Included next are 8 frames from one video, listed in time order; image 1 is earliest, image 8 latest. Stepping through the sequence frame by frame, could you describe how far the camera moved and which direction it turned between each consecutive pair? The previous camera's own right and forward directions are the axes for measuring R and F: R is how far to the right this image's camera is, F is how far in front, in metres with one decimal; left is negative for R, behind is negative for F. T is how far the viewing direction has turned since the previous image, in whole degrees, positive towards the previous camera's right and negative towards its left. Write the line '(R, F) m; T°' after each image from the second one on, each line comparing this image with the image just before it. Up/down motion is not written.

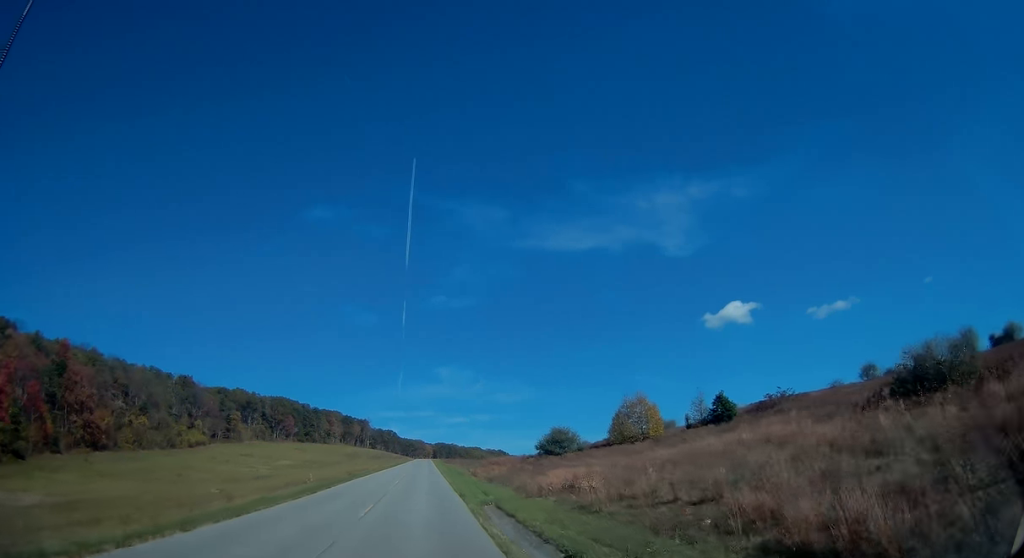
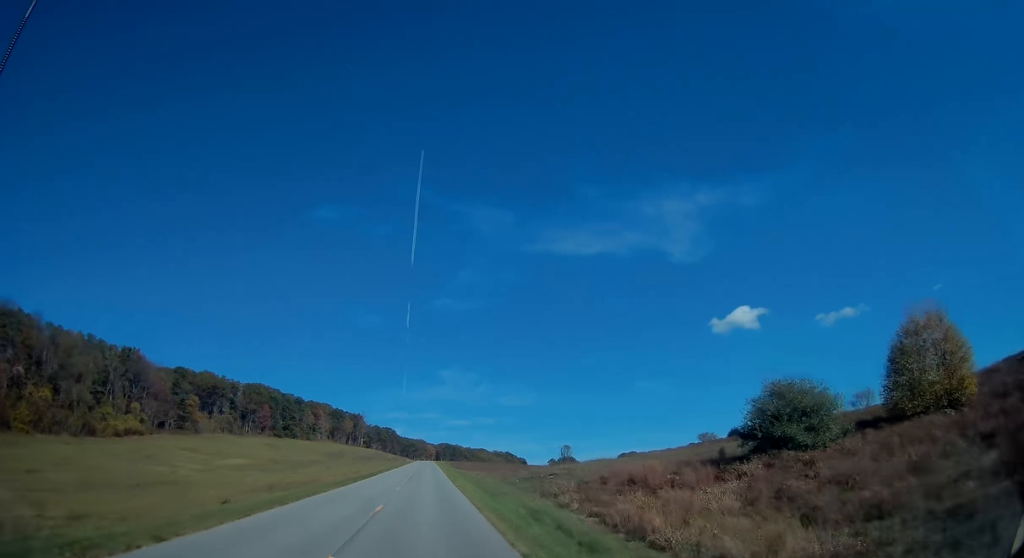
(-0.1, +46.3) m; 0°
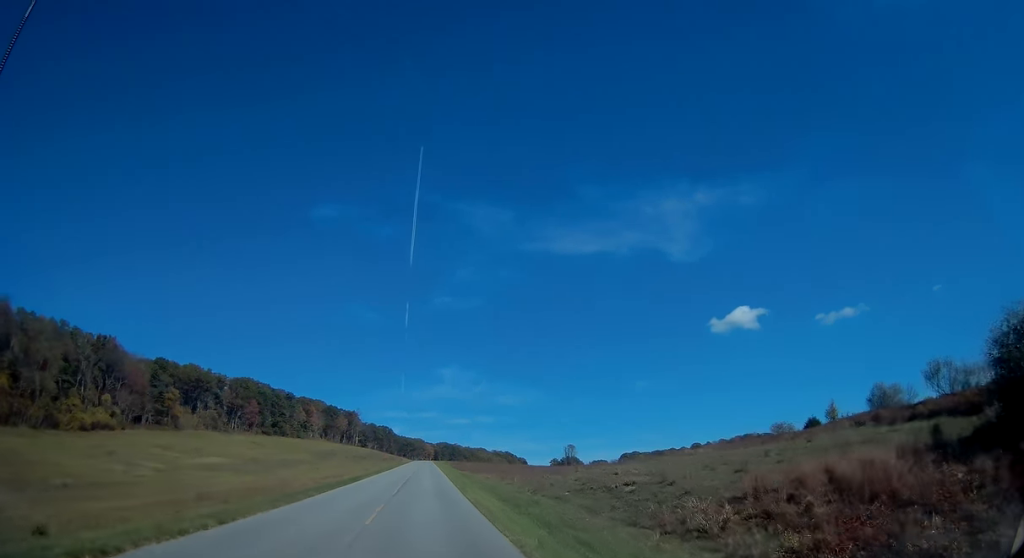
(0.0, +14.6) m; 0°
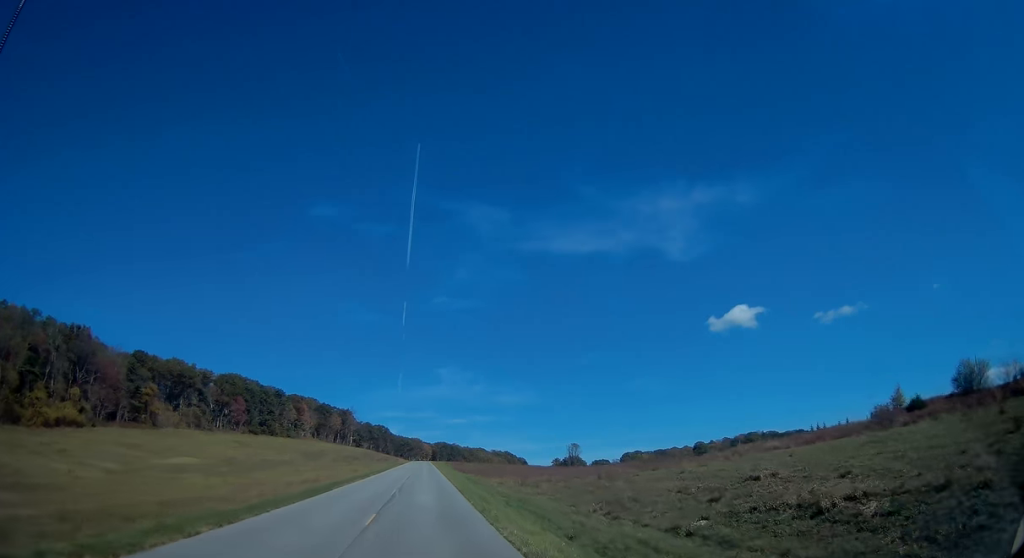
(-0.1, +13.3) m; 0°
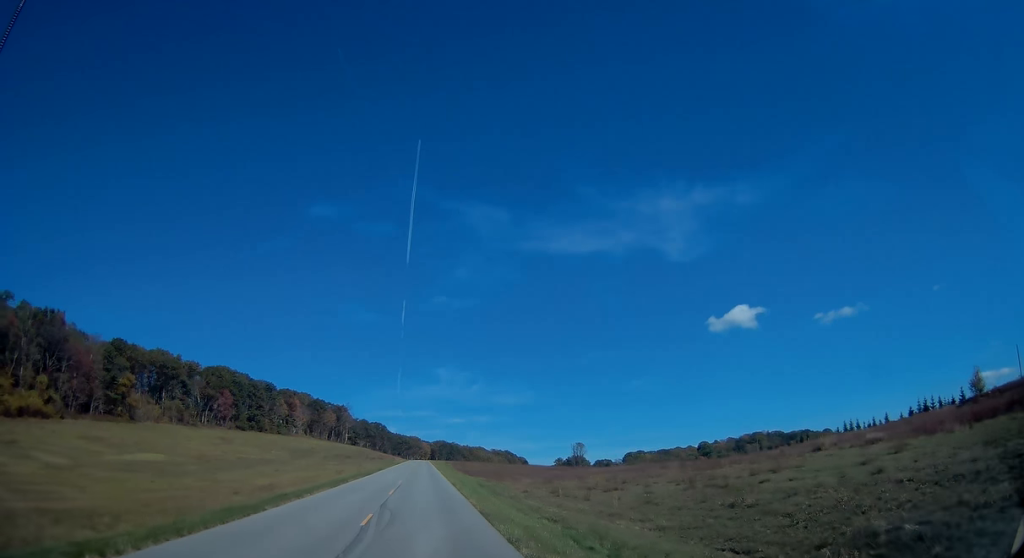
(0.0, +12.7) m; 0°
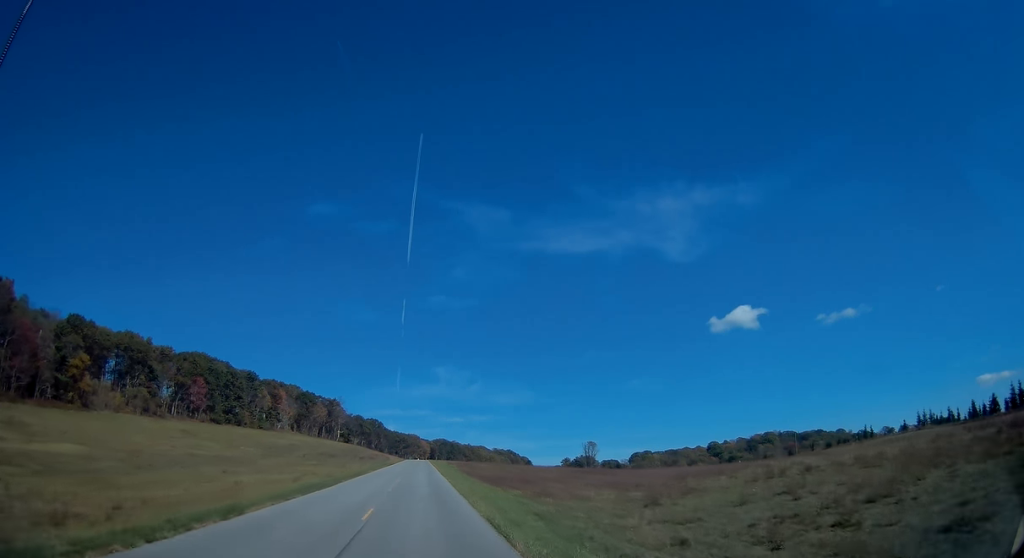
(0.0, +22.8) m; +1°
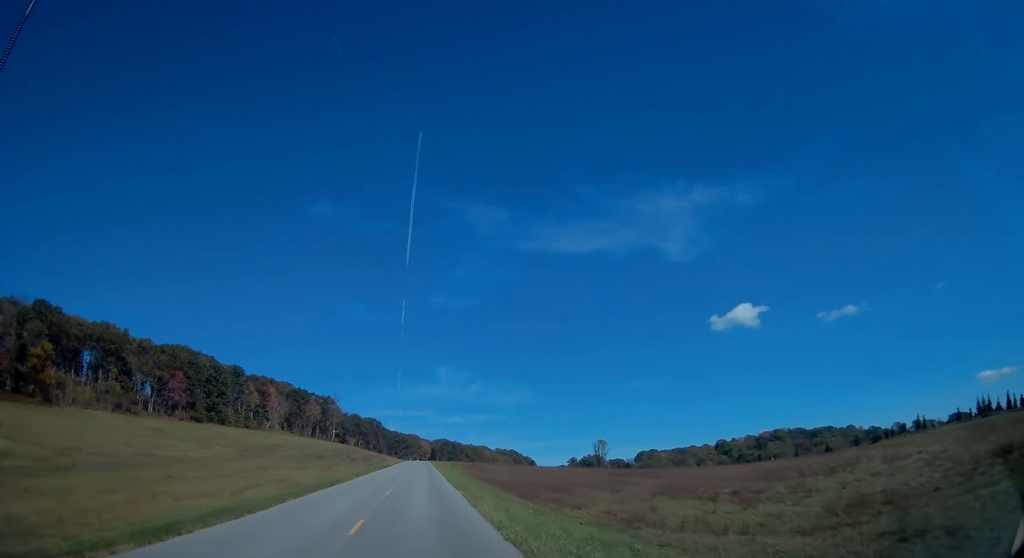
(+0.2, +15.2) m; 0°
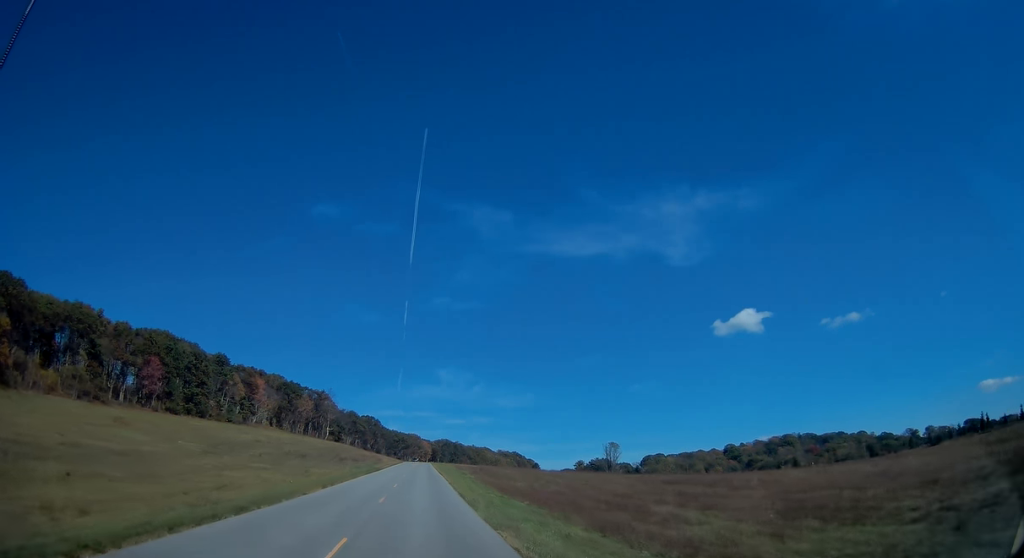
(-0.1, +15.8) m; 0°
